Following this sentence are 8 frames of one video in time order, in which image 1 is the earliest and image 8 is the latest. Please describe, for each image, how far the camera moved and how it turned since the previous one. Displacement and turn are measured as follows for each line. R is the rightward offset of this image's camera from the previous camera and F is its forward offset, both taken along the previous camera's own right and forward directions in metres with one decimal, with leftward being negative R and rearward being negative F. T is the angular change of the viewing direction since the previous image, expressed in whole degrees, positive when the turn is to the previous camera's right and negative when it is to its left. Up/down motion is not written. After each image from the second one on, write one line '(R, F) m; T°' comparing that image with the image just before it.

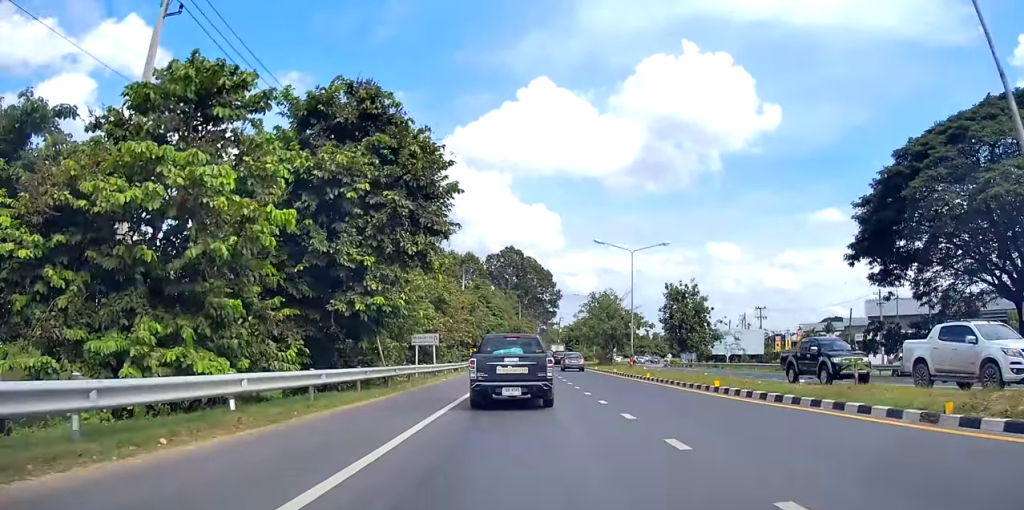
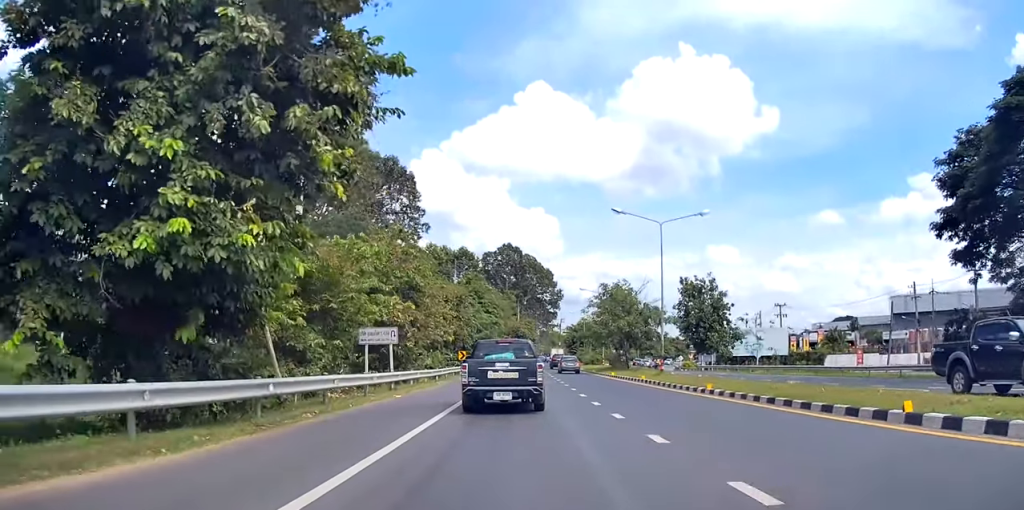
(+0.2, +10.8) m; +2°
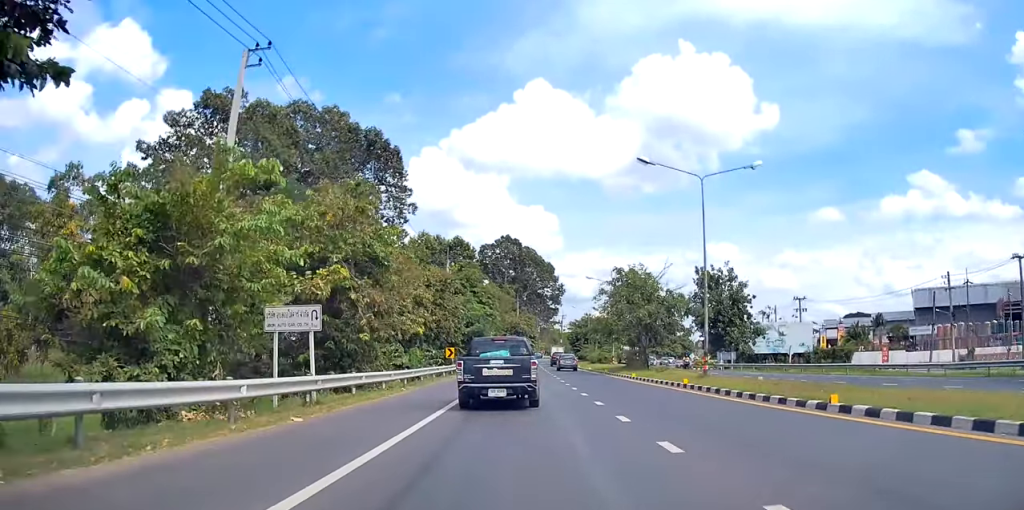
(+0.1, +9.3) m; +1°
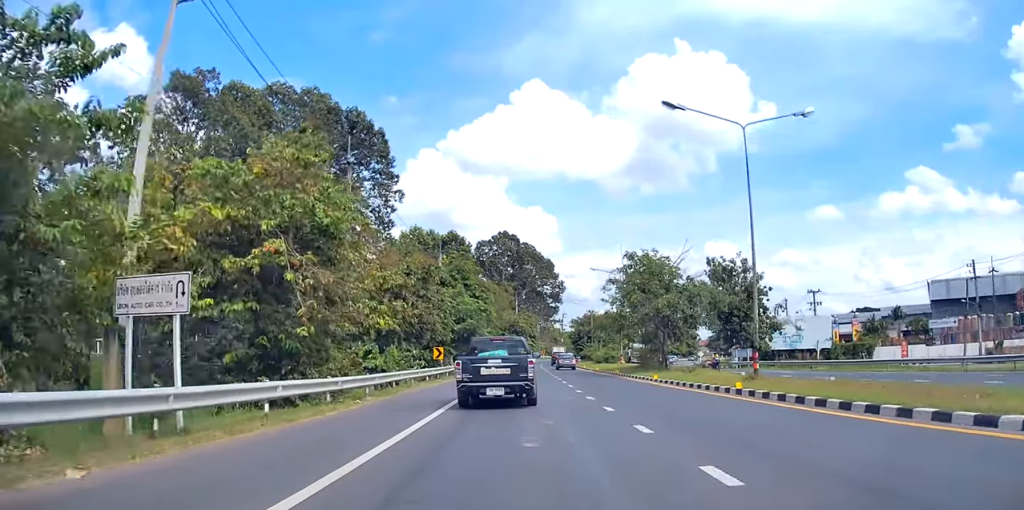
(+0.2, +6.2) m; 0°
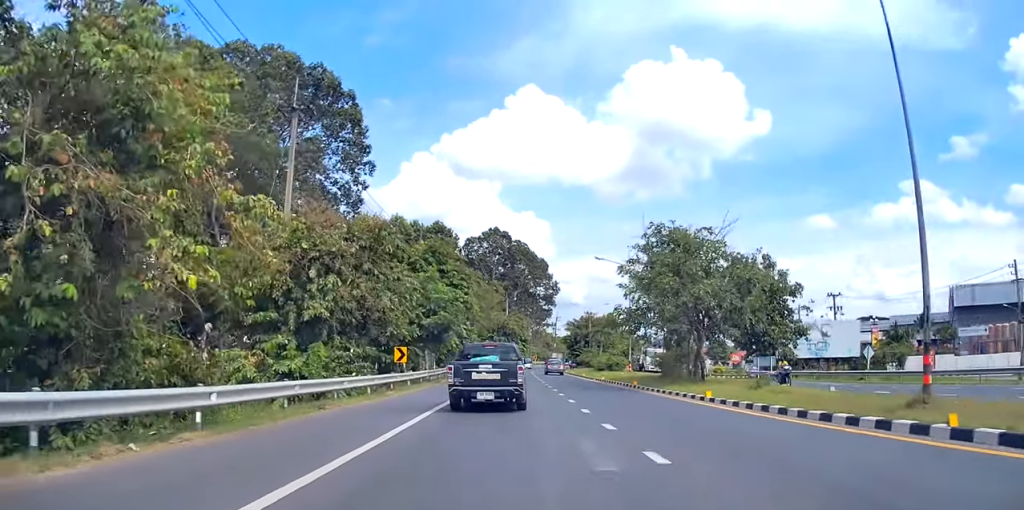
(-0.1, +10.0) m; -1°
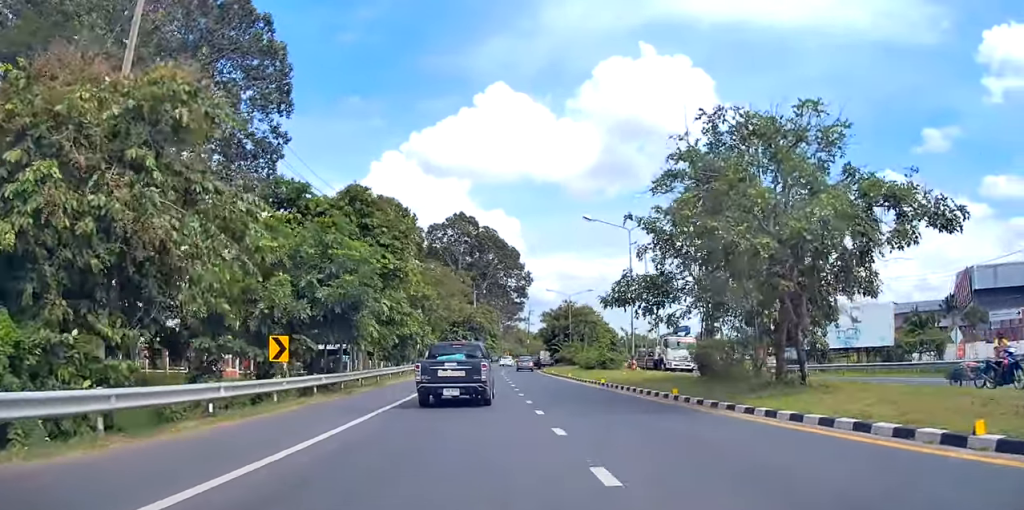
(-0.3, +13.6) m; -1°
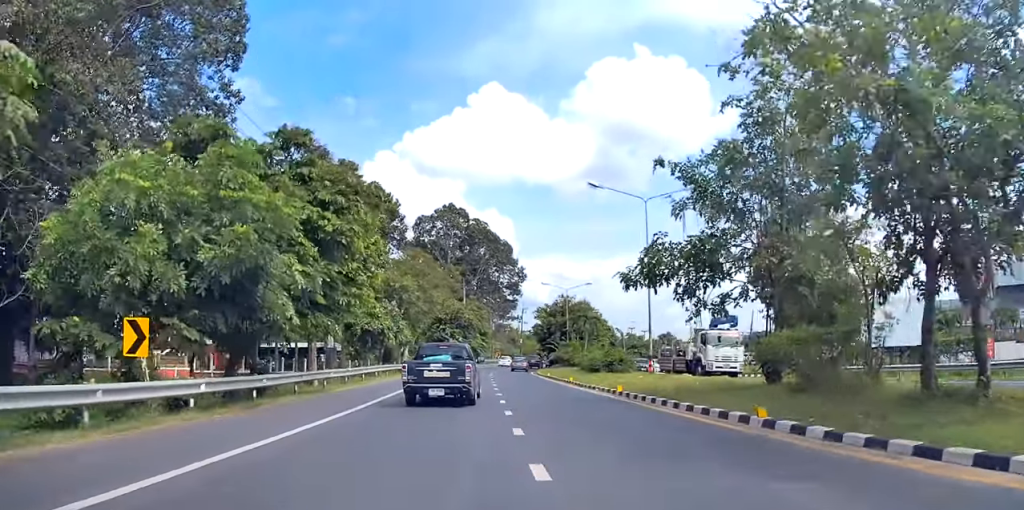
(0.0, +7.6) m; 0°
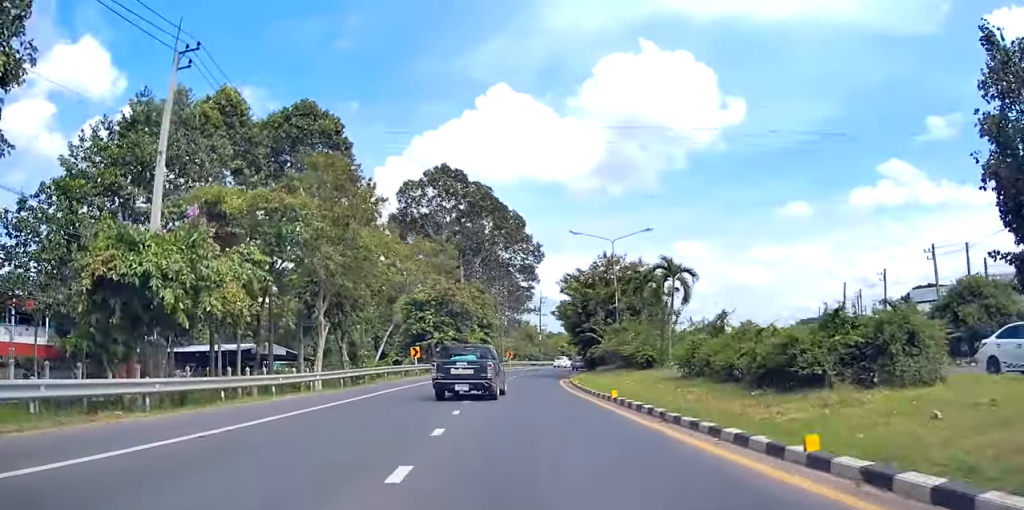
(+1.0, +28.7) m; +4°
